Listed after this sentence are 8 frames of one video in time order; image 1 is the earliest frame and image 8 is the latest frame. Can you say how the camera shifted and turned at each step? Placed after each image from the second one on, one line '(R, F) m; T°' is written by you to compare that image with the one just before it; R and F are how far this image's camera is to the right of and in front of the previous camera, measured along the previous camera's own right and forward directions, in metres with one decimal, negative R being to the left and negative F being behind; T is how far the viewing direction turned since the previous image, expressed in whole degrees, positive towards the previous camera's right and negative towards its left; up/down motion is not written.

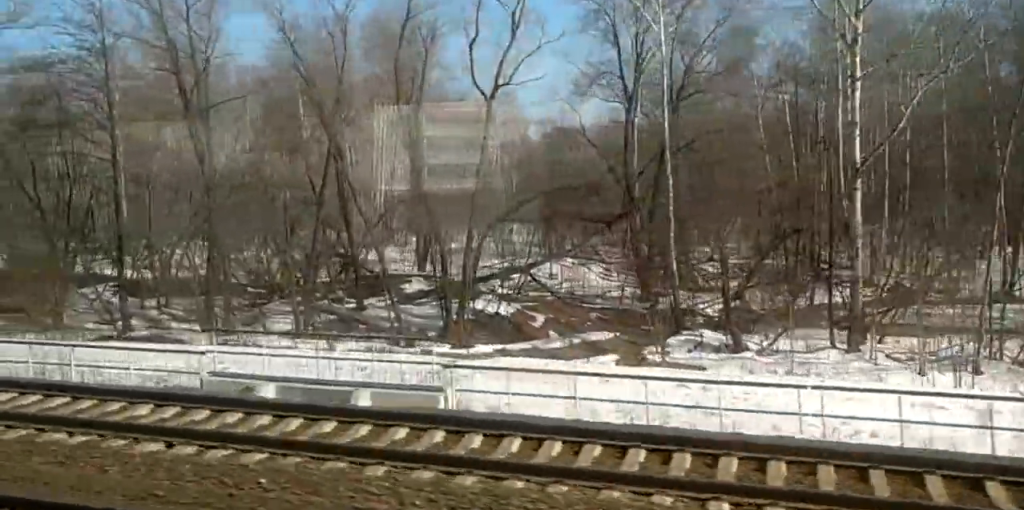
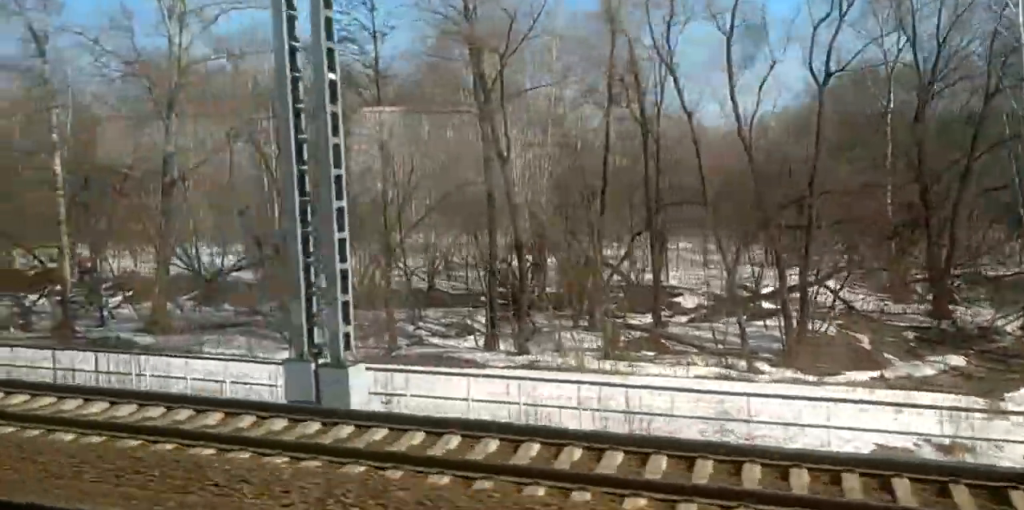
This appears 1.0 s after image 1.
(+0.4, +18.7) m; -1°
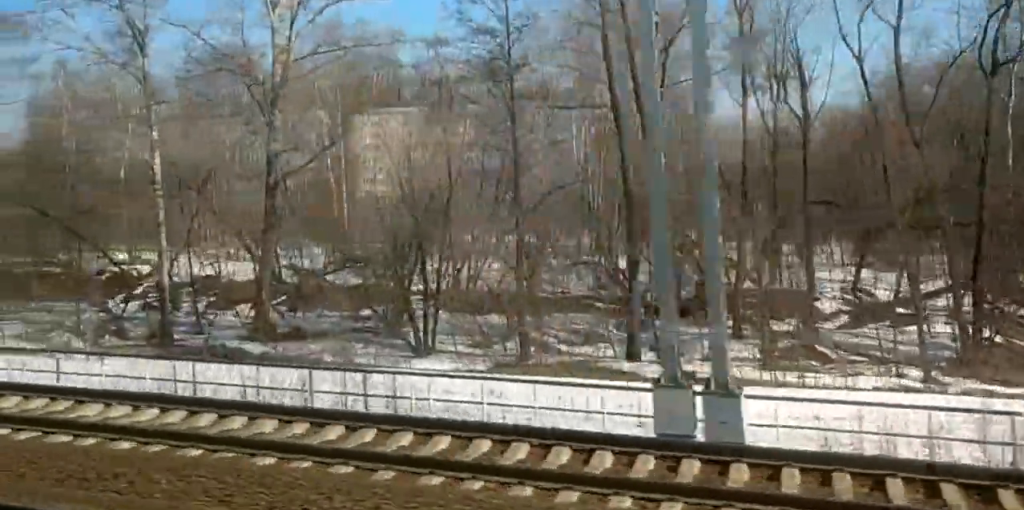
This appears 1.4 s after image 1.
(-0.2, +7.5) m; 0°
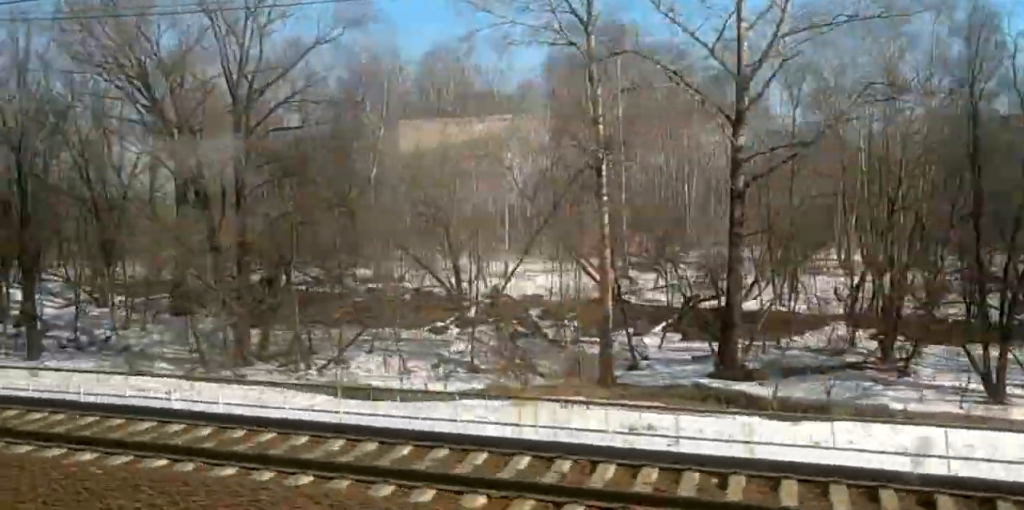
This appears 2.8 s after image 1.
(+0.3, +27.1) m; +3°
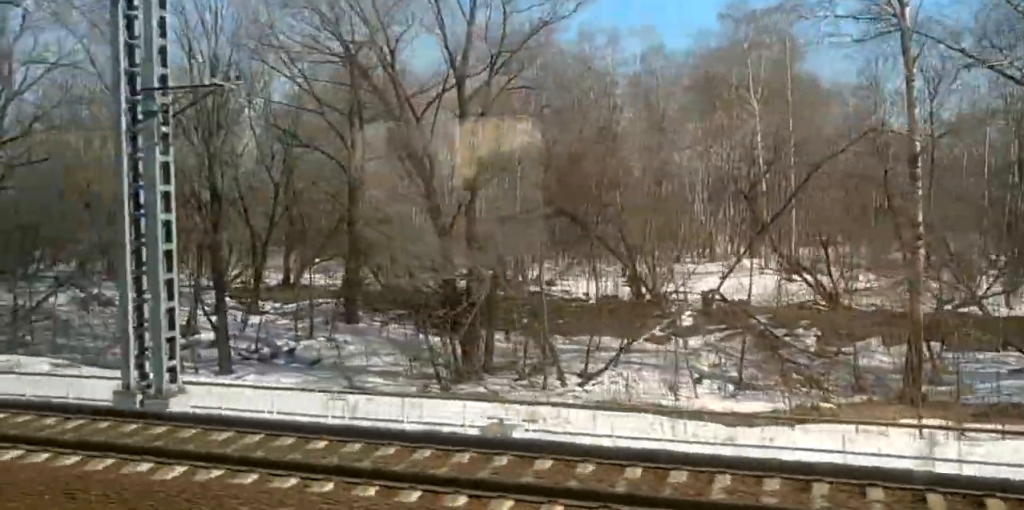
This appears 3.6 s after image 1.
(+0.1, +14.8) m; +1°
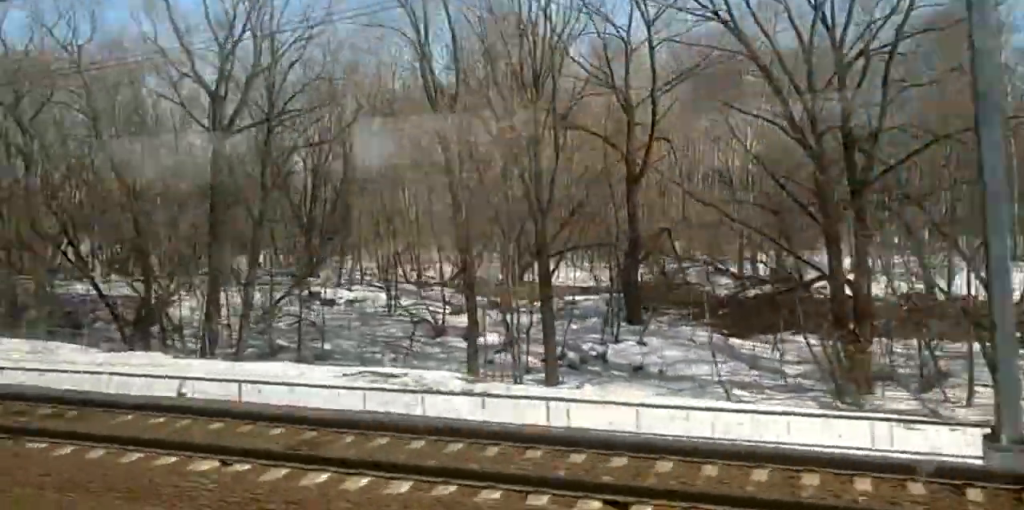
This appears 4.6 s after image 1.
(0.0, +16.0) m; 0°
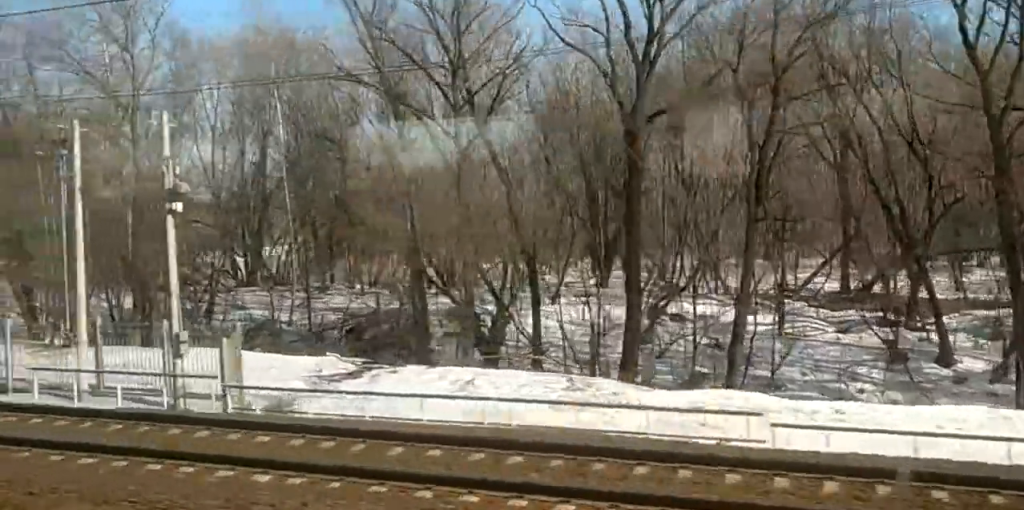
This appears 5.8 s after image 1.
(+0.1, +19.4) m; 0°
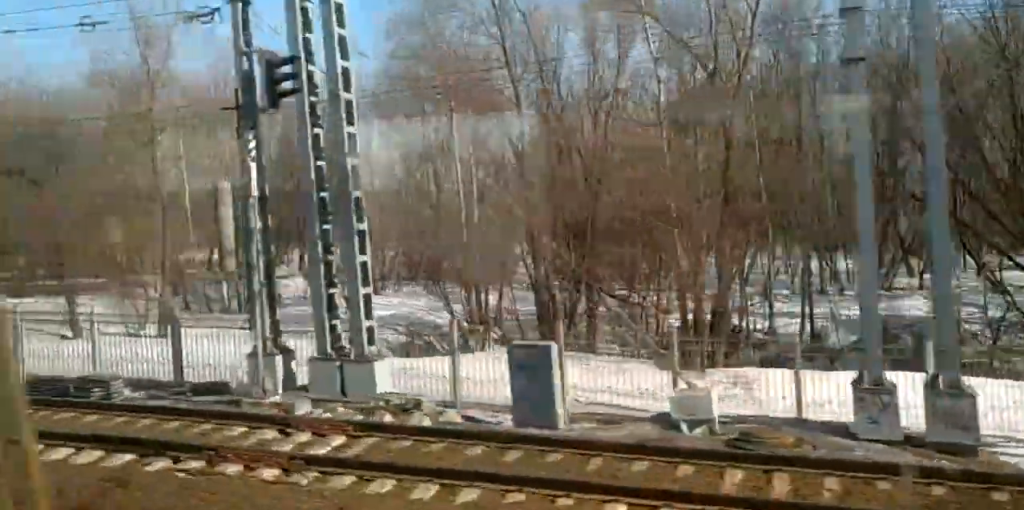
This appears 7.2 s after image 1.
(0.0, +19.3) m; 0°
